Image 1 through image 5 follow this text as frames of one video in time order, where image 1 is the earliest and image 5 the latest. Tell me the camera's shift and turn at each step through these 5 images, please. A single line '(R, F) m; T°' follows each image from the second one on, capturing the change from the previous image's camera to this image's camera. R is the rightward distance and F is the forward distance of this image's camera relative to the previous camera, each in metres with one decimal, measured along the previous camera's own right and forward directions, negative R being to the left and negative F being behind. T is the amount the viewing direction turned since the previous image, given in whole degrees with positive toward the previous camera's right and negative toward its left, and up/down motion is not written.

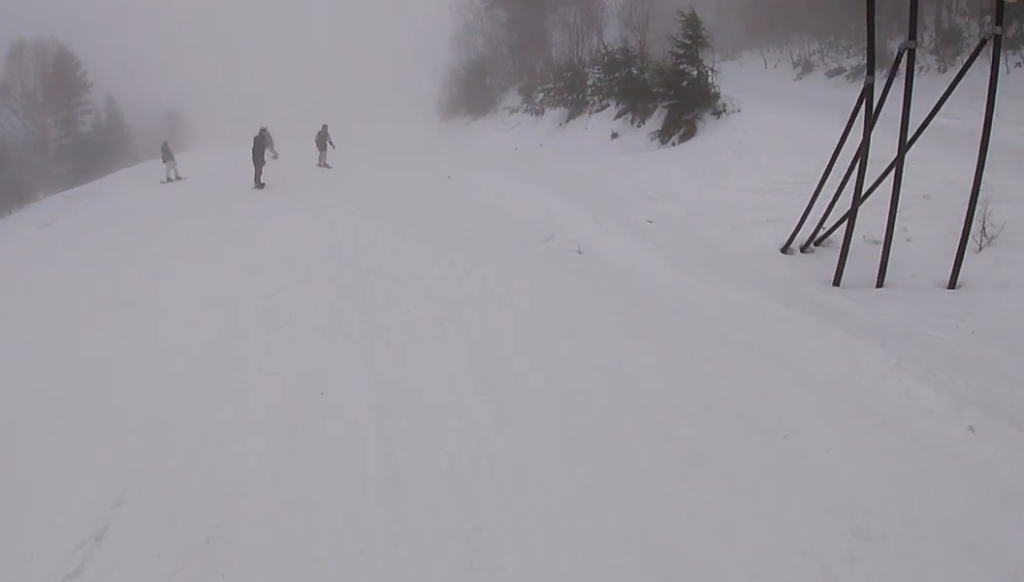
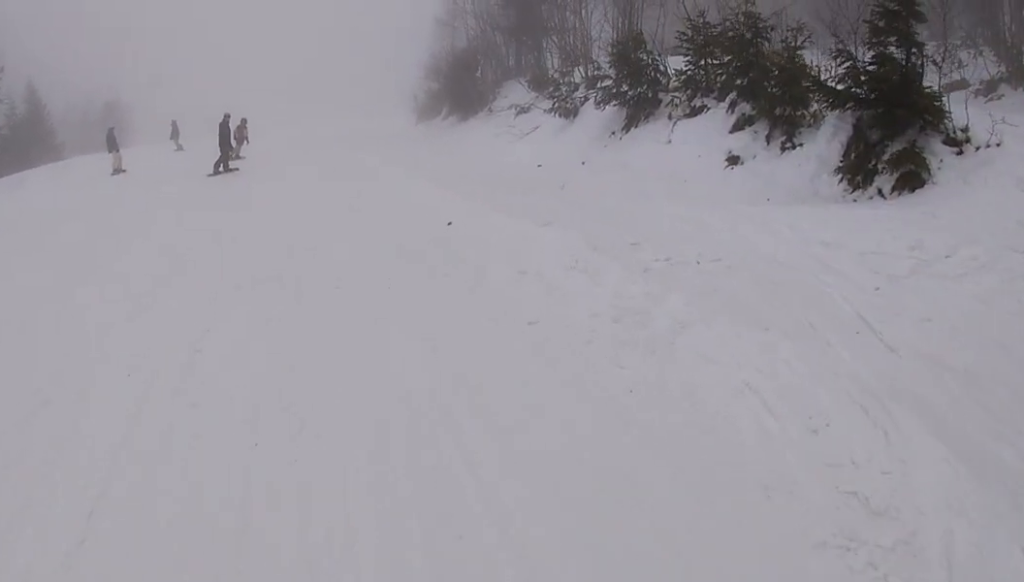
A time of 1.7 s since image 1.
(+0.1, +7.7) m; -6°
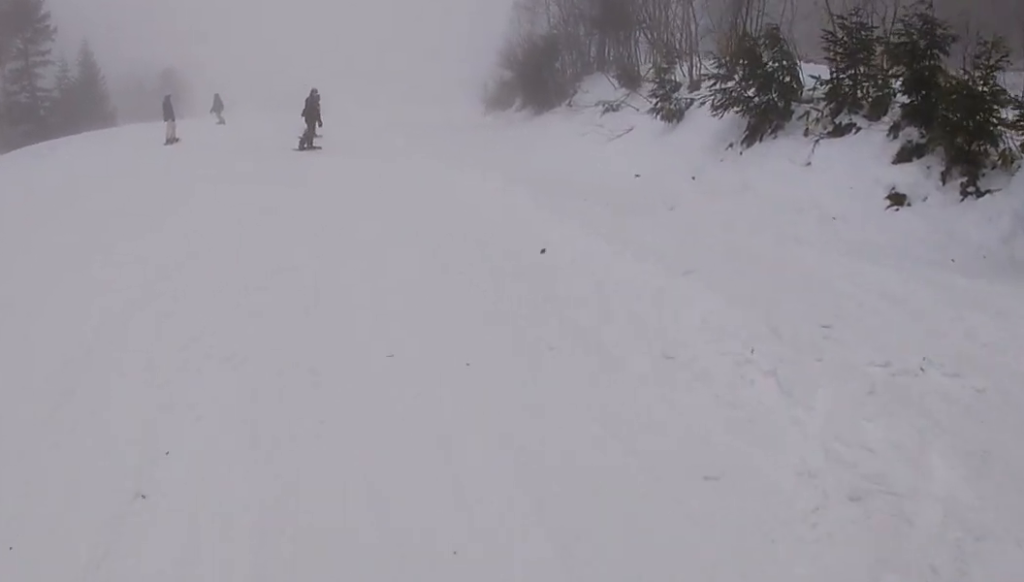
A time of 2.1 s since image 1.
(-0.1, +2.2) m; -2°
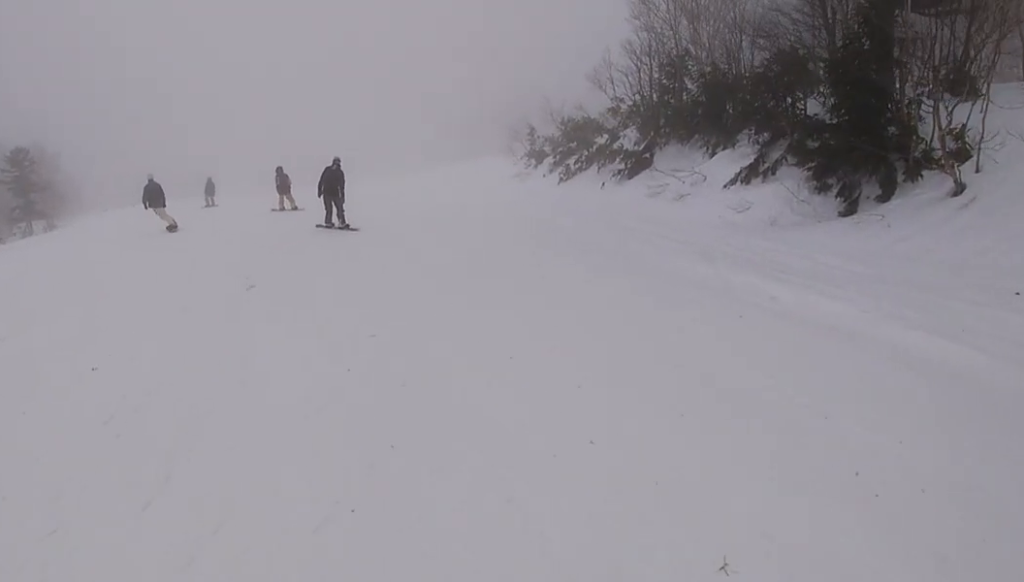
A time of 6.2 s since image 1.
(+1.1, +19.1) m; 0°
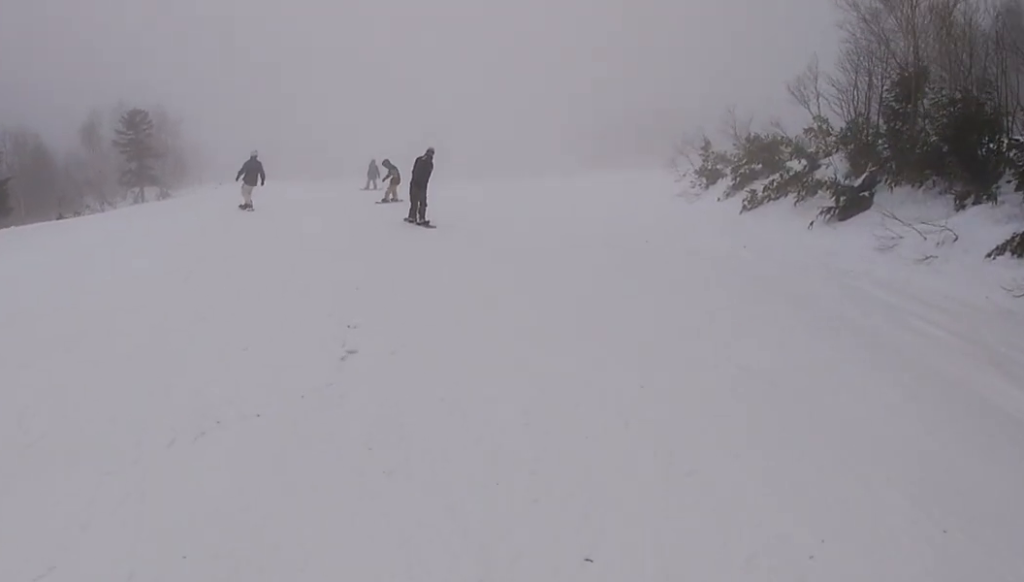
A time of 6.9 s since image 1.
(-0.3, +3.4) m; +1°
